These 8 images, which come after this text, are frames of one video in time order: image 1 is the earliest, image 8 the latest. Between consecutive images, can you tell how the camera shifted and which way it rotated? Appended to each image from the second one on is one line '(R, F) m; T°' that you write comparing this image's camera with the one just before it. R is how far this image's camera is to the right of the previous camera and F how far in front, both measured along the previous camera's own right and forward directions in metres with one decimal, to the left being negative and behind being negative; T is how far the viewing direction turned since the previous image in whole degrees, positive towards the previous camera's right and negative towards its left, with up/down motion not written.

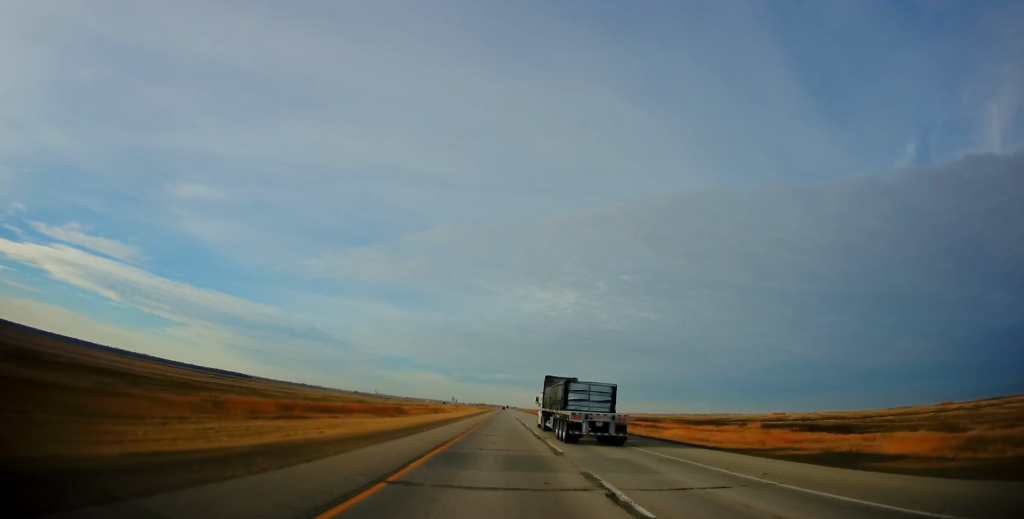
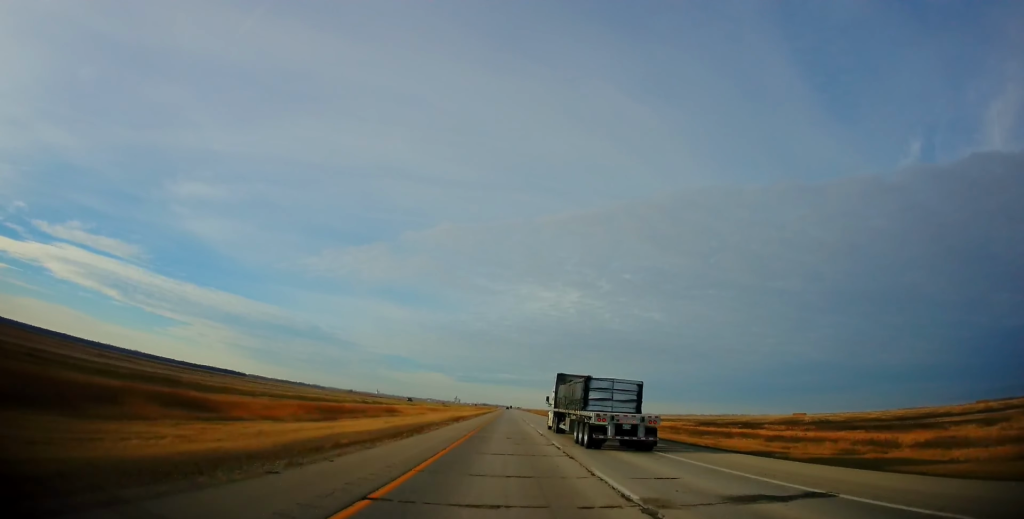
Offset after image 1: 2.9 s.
(+0.6, +84.8) m; 0°
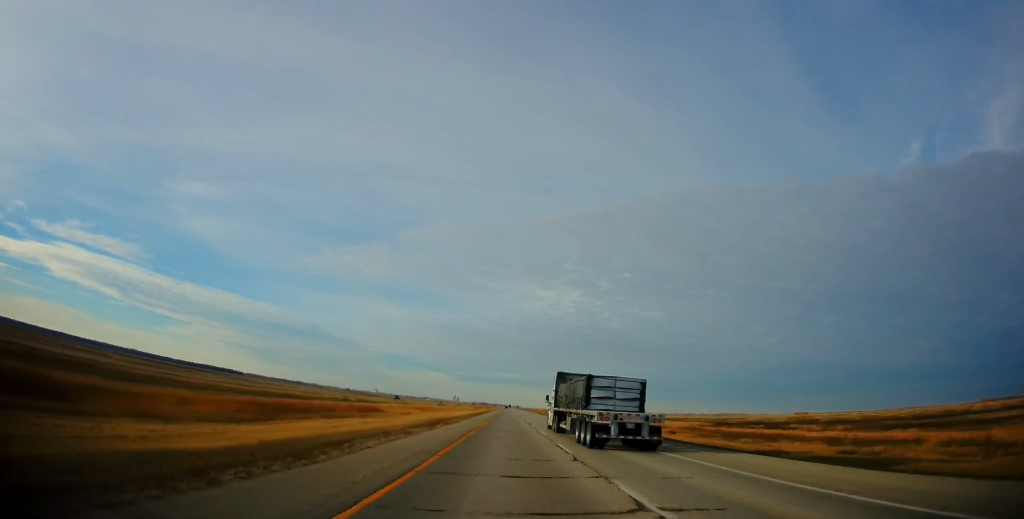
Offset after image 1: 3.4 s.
(+0.1, +14.7) m; 0°
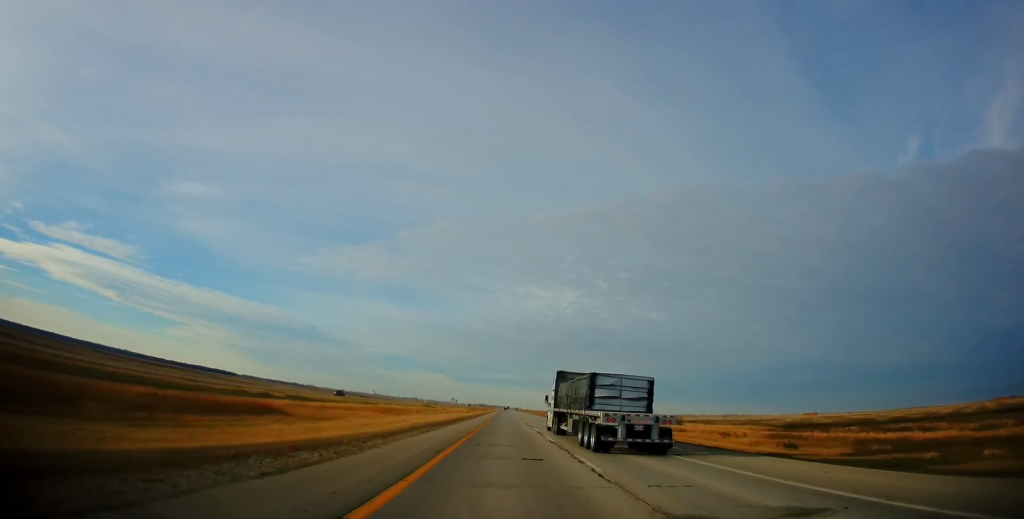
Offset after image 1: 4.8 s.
(-0.2, +41.3) m; 0°
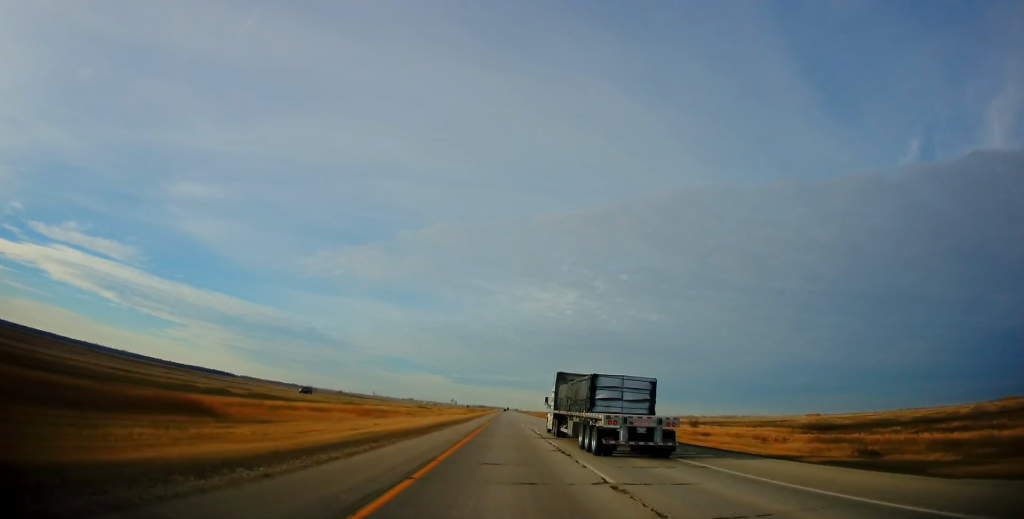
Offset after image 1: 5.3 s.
(+0.3, +13.8) m; 0°
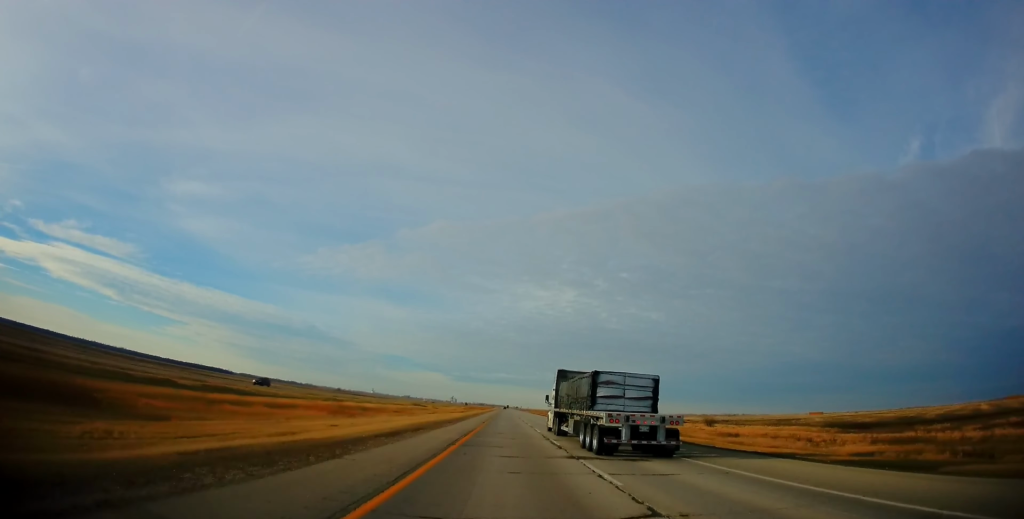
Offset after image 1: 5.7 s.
(+0.1, +12.9) m; 0°
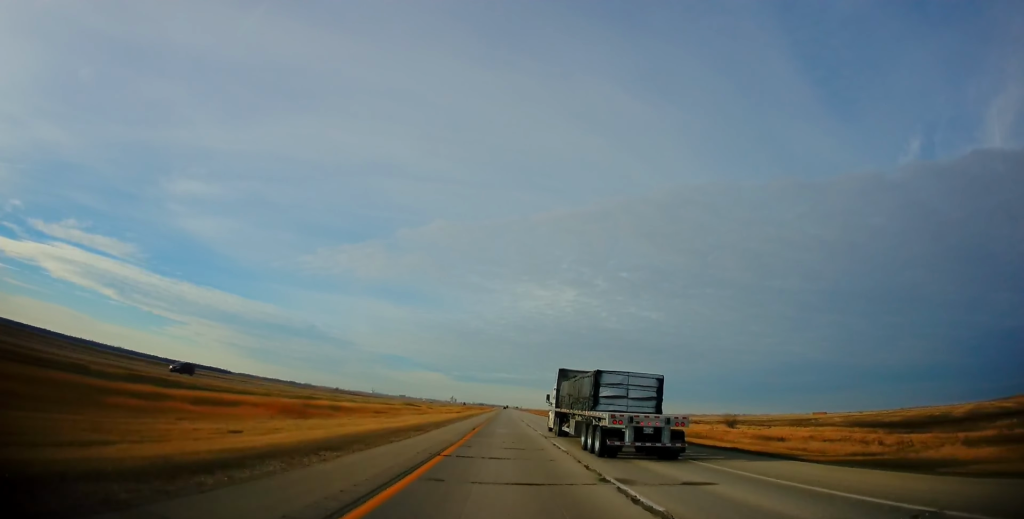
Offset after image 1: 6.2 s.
(-0.2, +15.0) m; 0°
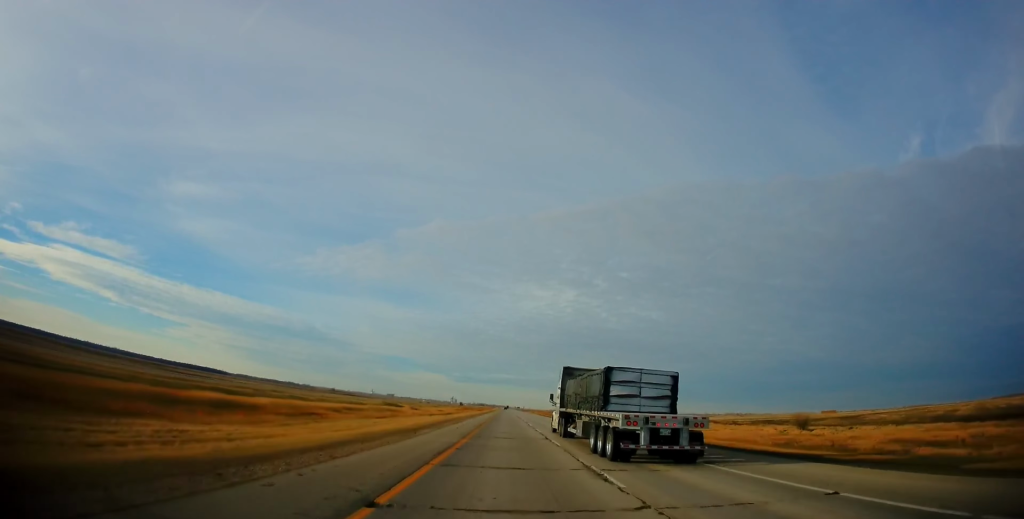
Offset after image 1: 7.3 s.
(+0.1, +33.5) m; 0°
